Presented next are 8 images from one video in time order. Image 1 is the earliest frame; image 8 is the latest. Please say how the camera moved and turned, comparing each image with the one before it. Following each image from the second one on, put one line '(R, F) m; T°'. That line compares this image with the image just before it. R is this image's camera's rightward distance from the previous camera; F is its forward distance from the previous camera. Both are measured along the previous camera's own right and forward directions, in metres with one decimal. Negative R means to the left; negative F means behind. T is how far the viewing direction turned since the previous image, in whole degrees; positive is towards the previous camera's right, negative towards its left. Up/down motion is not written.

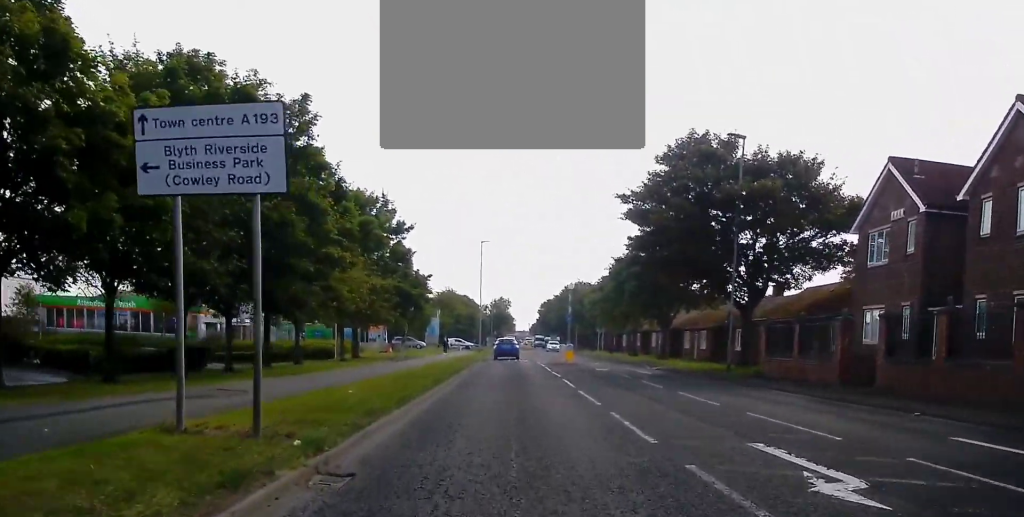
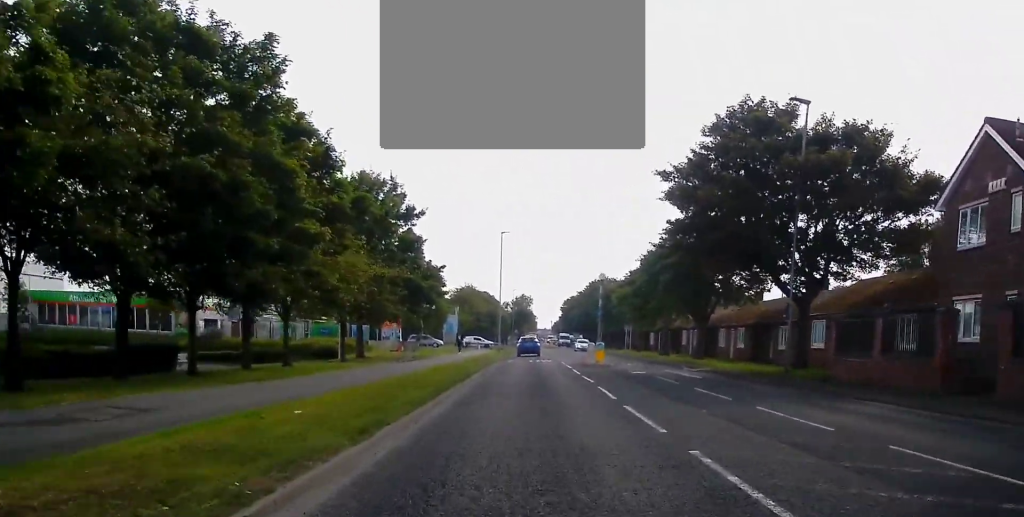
(-0.3, +4.8) m; -4°
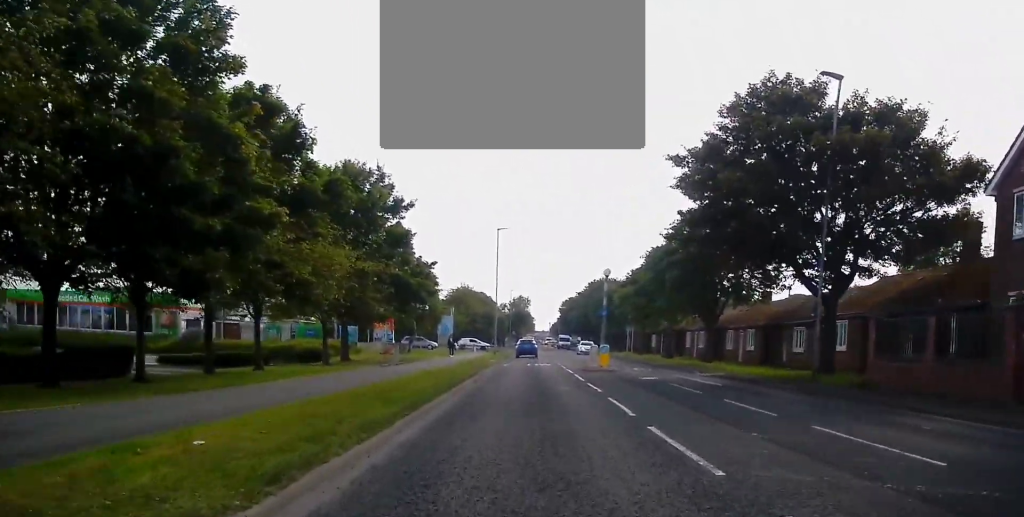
(-0.1, +3.2) m; -2°
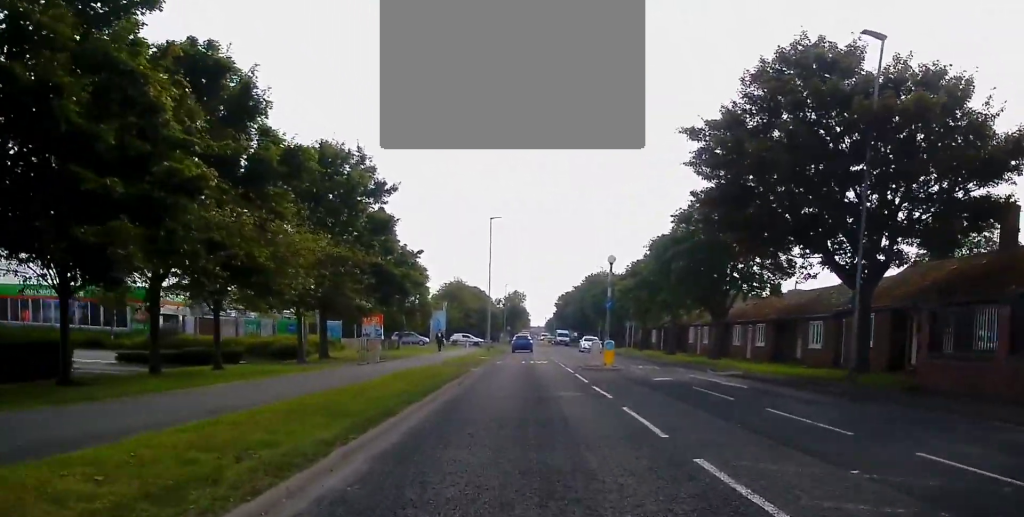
(0.0, +3.5) m; 0°
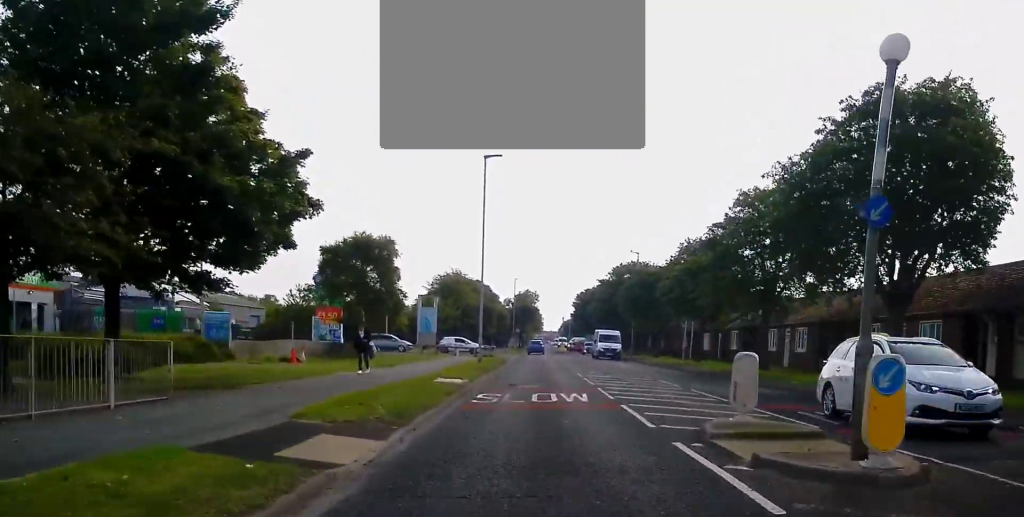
(-0.4, +20.7) m; -1°
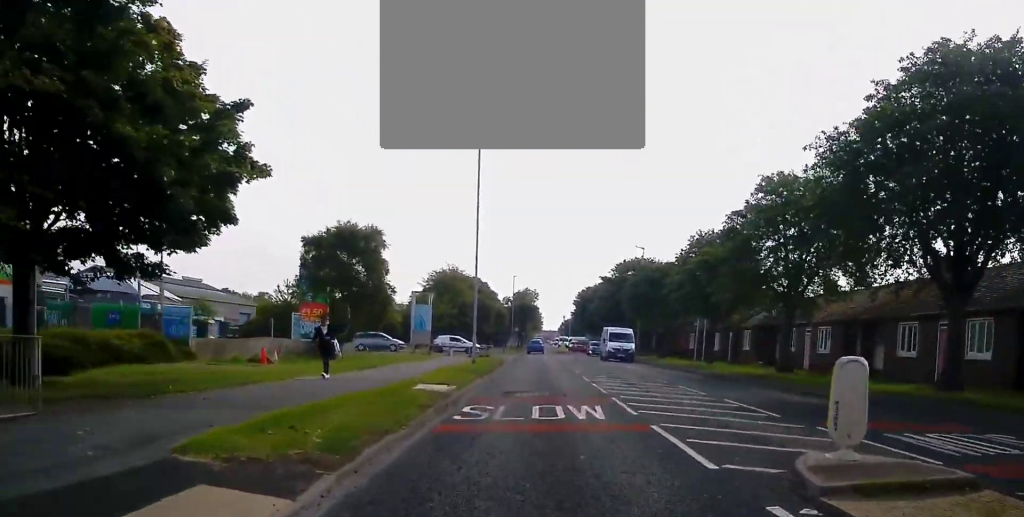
(-0.3, +3.6) m; +1°
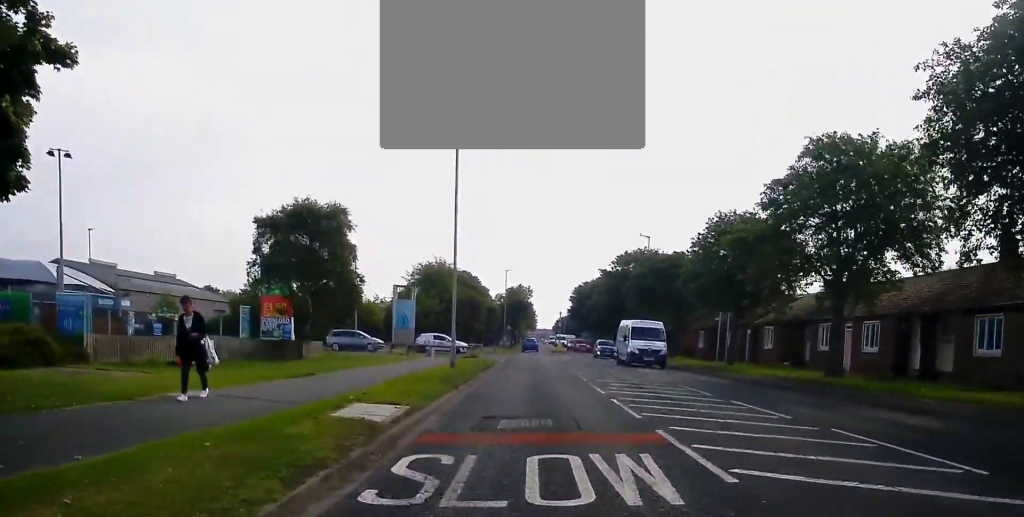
(+0.6, +7.1) m; +1°
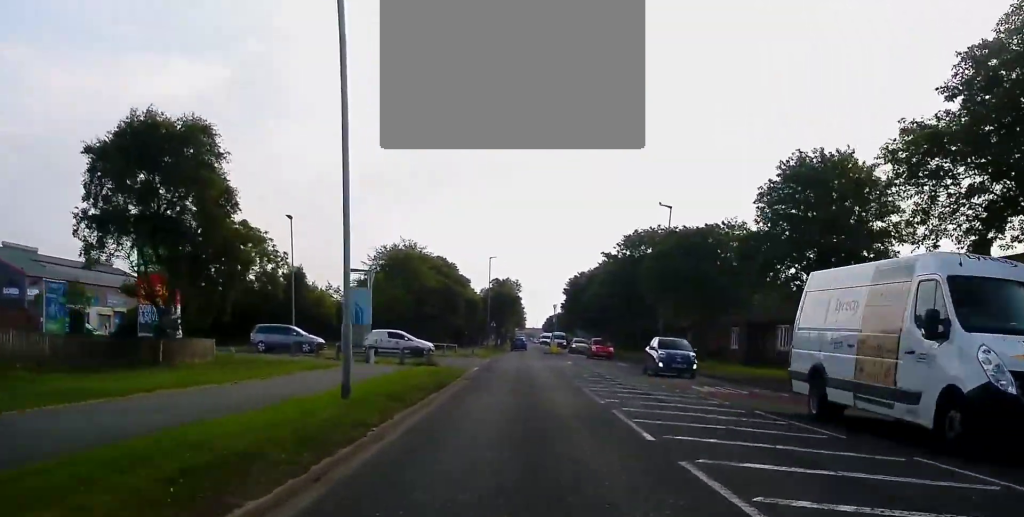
(-0.3, +15.2) m; -2°
